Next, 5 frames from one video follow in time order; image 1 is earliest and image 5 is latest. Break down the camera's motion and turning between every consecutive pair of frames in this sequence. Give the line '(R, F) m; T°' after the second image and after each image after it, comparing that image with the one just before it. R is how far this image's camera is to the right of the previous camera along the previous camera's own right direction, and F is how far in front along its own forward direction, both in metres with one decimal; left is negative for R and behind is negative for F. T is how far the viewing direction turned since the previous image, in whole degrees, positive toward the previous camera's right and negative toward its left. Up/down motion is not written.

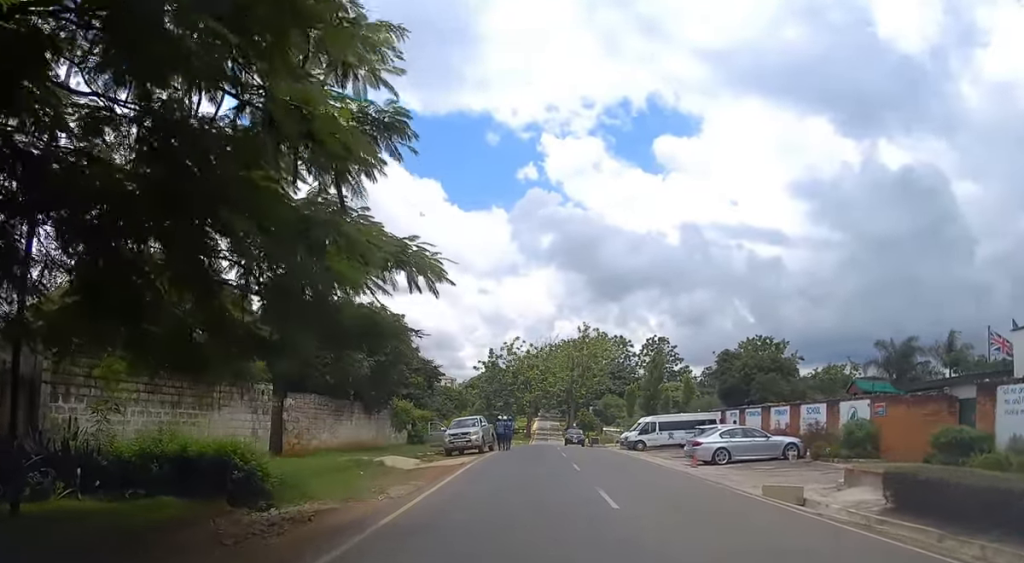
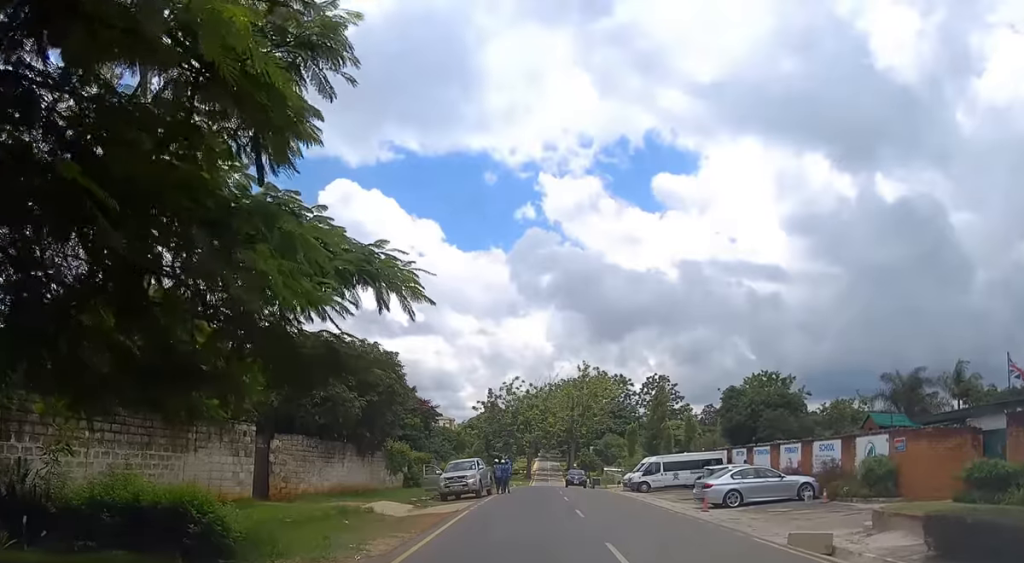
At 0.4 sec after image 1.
(0.0, +1.8) m; -1°
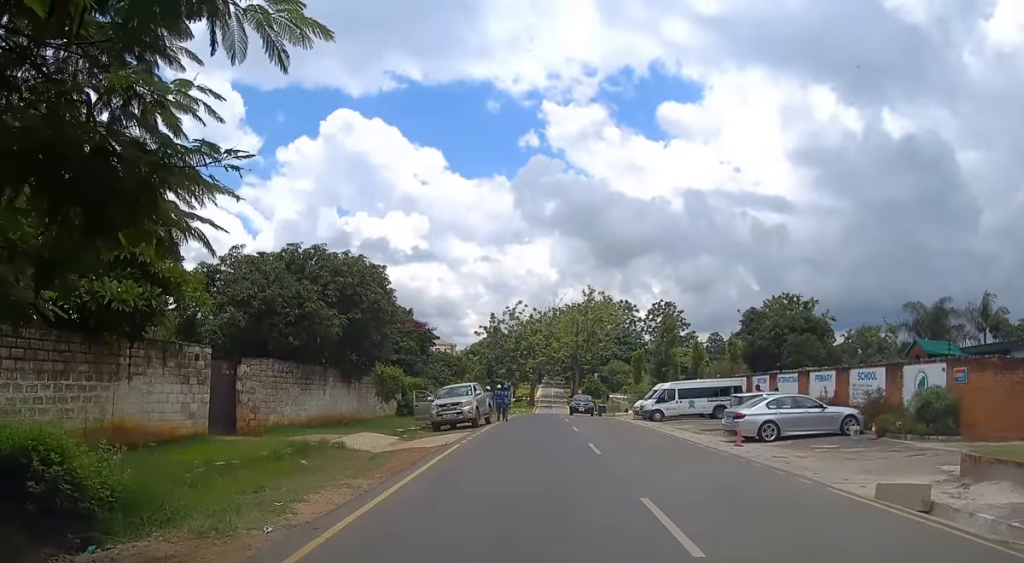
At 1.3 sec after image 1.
(-0.1, +3.8) m; 0°
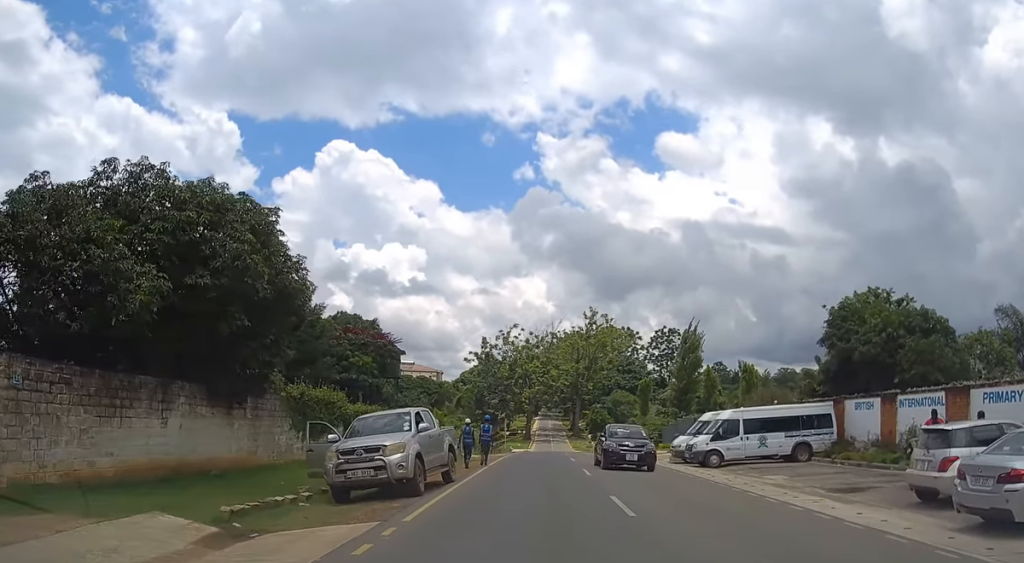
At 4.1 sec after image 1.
(+0.3, +13.0) m; +2°
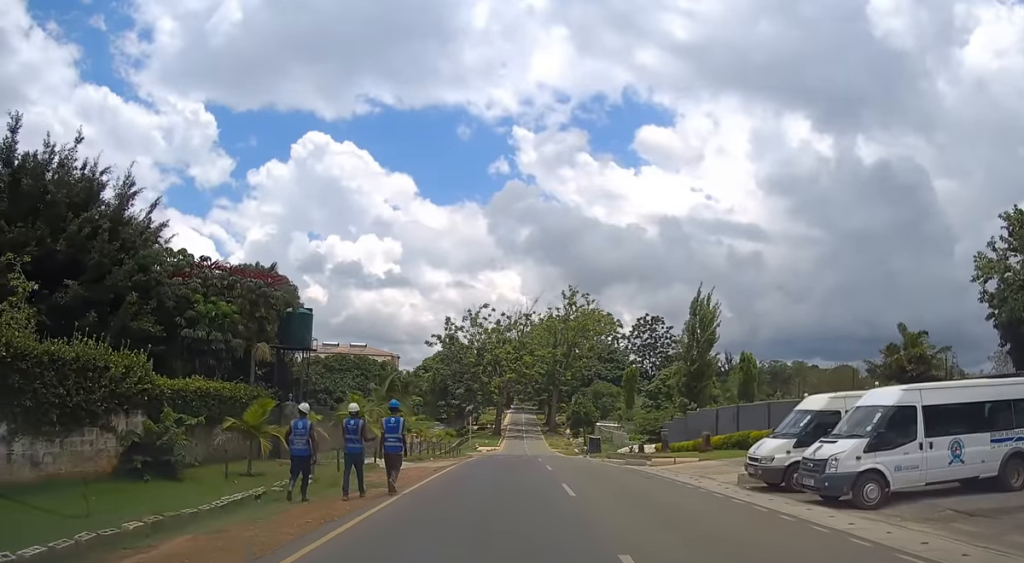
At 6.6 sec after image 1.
(+0.1, +15.1) m; +1°
